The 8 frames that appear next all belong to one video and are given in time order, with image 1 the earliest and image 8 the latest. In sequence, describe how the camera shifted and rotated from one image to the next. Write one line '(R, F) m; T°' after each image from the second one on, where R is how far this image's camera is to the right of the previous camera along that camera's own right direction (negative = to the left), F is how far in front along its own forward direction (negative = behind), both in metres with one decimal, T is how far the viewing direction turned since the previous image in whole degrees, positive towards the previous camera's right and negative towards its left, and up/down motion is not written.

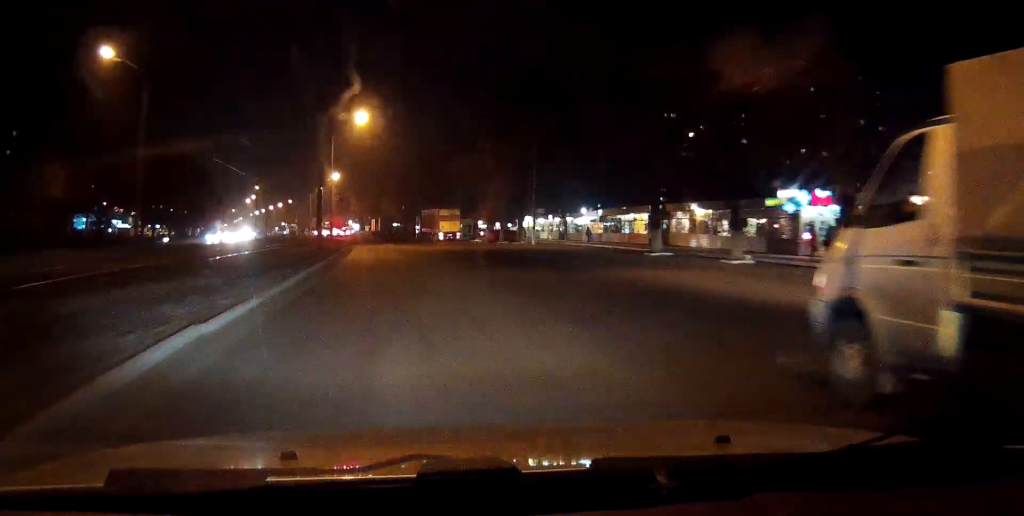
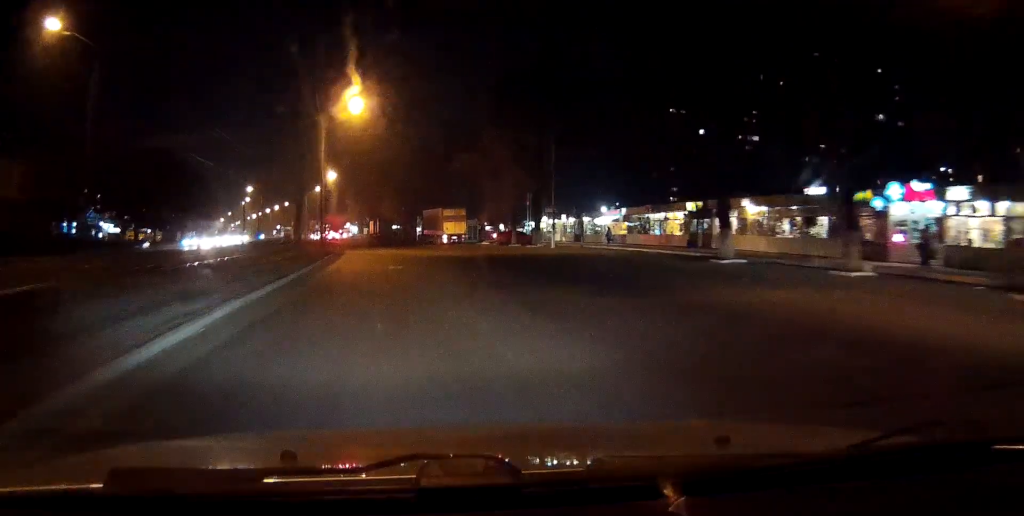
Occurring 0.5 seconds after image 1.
(0.0, +8.6) m; 0°
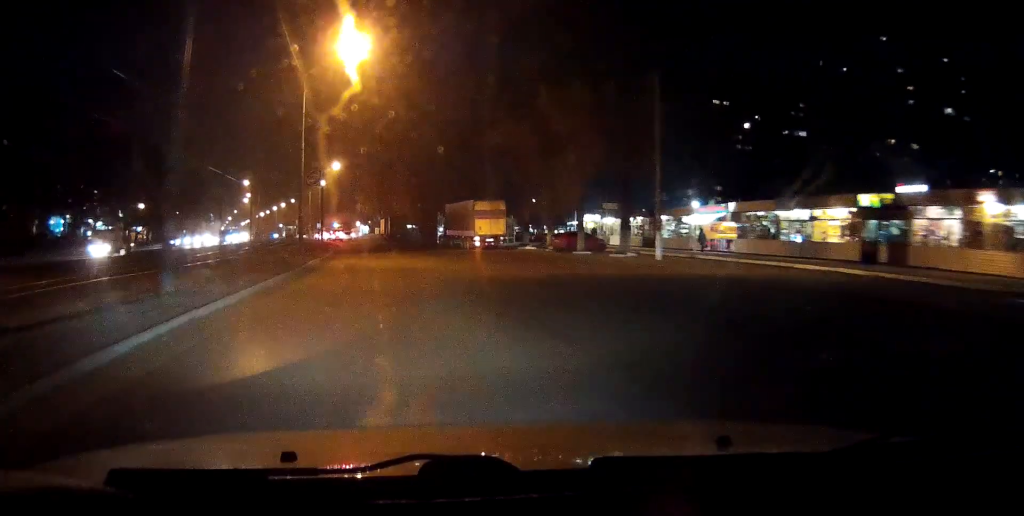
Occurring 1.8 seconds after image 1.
(-0.2, +20.9) m; -1°
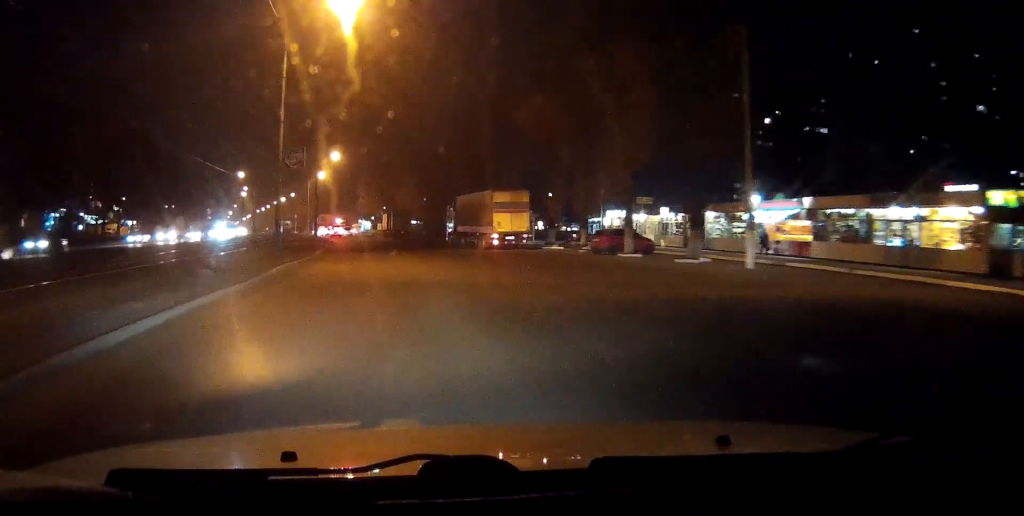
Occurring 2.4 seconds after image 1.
(-0.1, +9.5) m; 0°
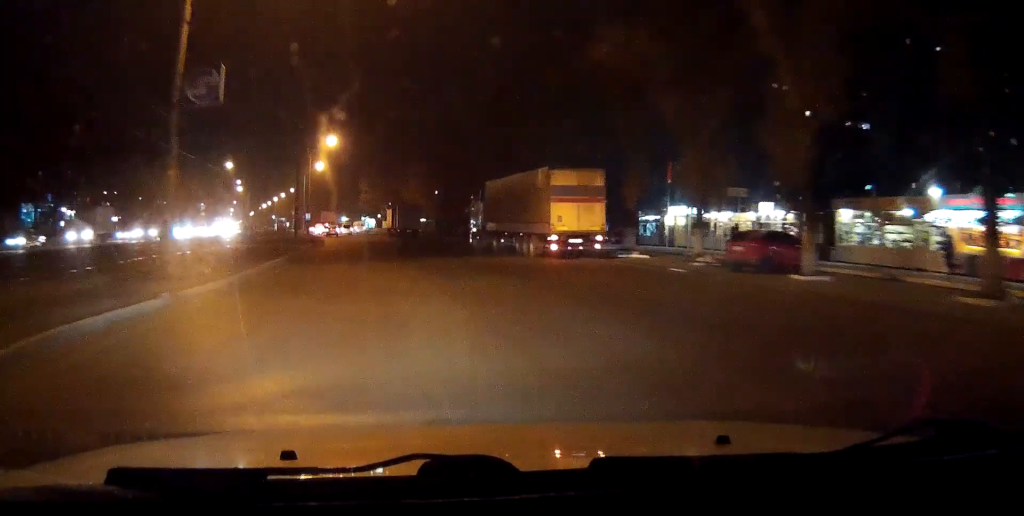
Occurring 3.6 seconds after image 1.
(-0.1, +17.6) m; 0°
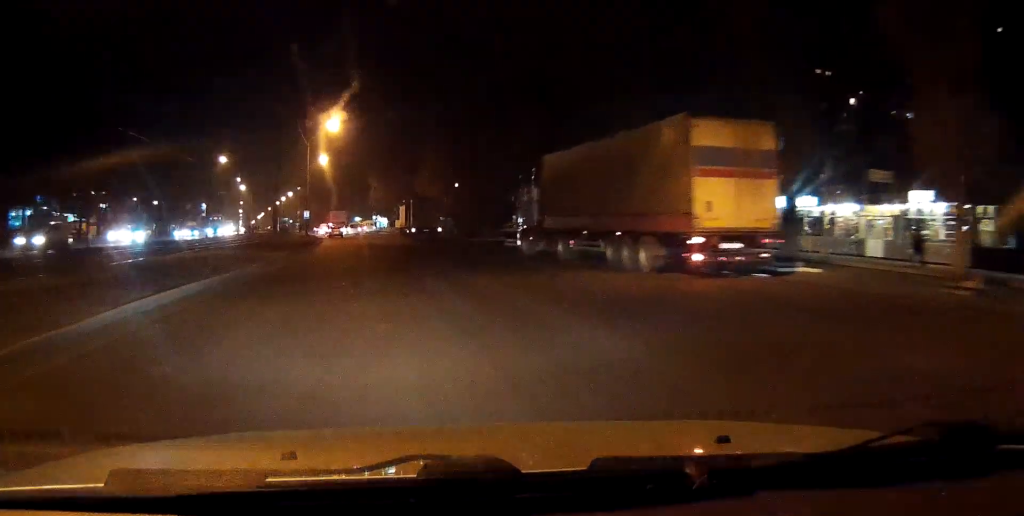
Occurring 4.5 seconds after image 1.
(0.0, +14.7) m; 0°
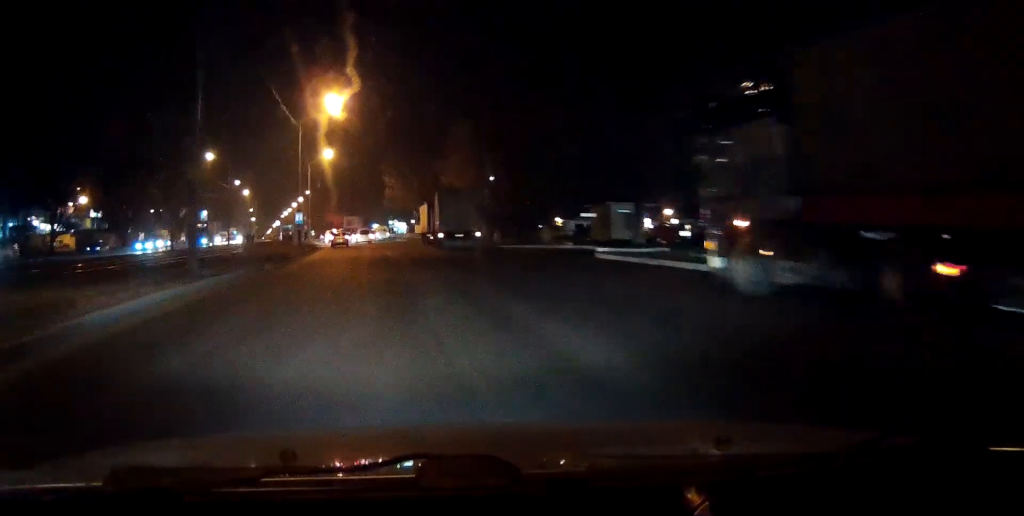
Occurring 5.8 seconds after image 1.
(-0.1, +19.3) m; -1°
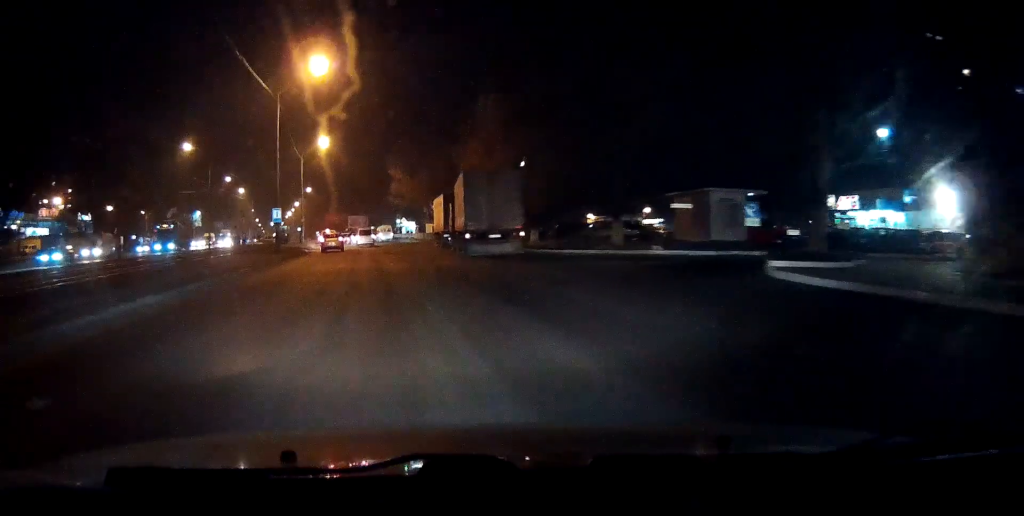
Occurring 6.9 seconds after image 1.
(0.0, +14.8) m; 0°
